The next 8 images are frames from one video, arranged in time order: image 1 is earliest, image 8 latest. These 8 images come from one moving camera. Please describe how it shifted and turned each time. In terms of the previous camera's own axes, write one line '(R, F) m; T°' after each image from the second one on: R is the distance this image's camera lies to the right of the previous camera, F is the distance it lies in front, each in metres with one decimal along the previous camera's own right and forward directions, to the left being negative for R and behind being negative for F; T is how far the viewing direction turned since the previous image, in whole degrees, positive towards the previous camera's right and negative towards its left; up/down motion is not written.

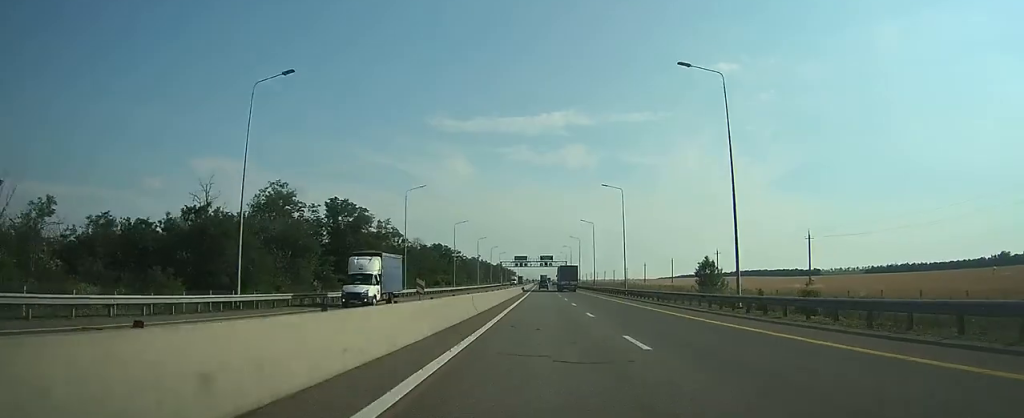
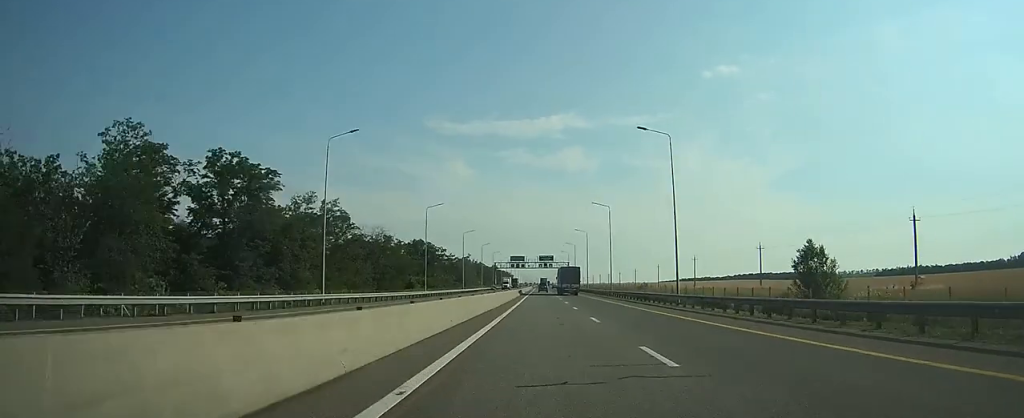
(0.0, +26.7) m; 0°
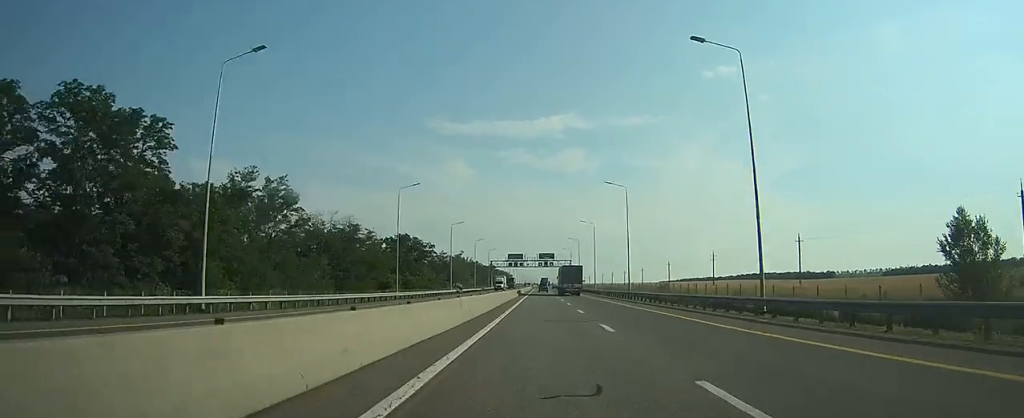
(0.0, +16.5) m; 0°
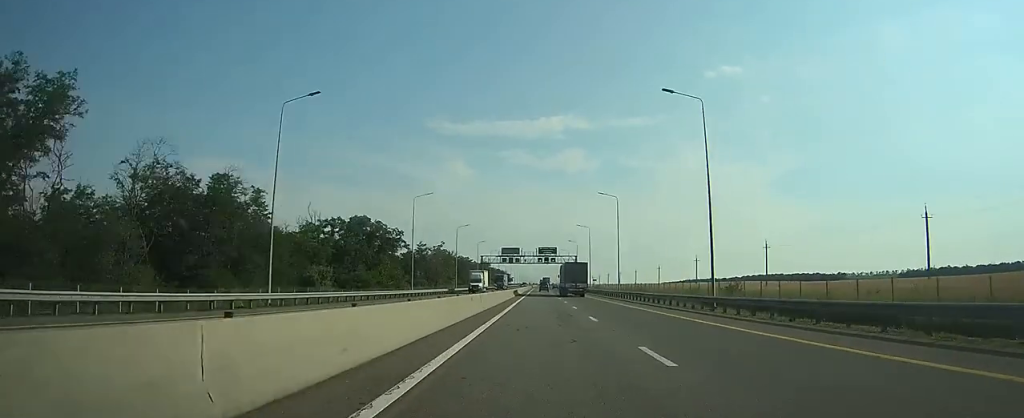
(0.0, +32.0) m; 0°
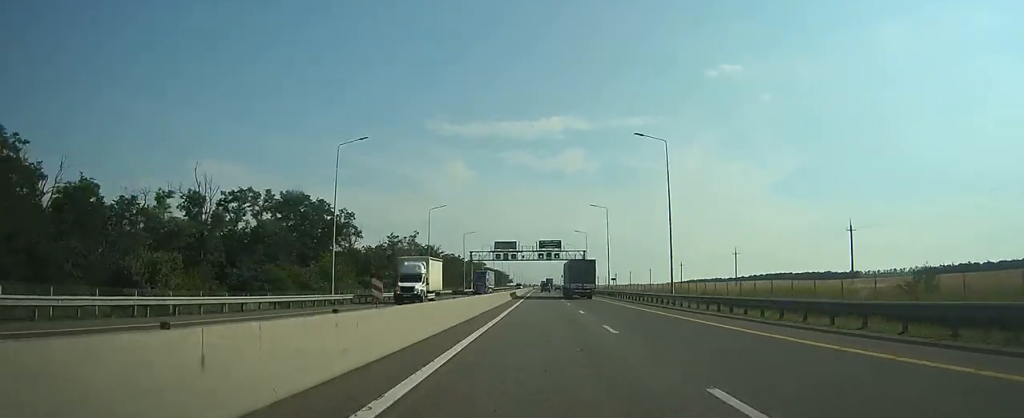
(0.0, +29.0) m; 0°
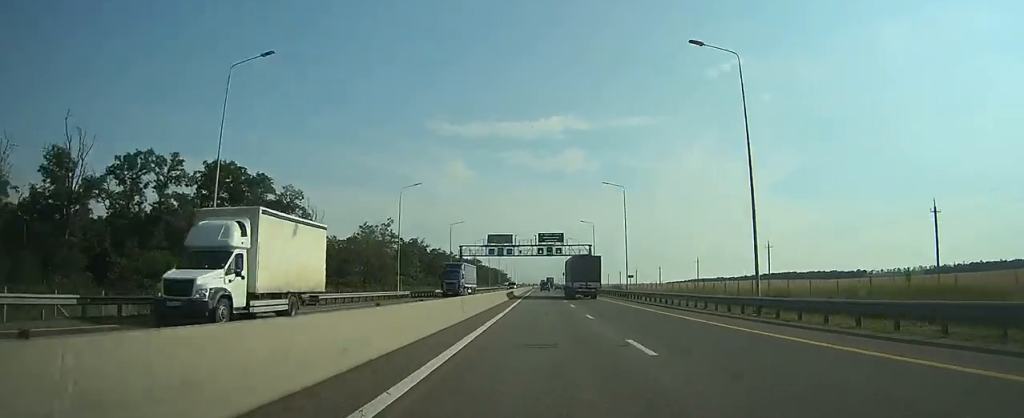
(0.0, +17.6) m; 0°
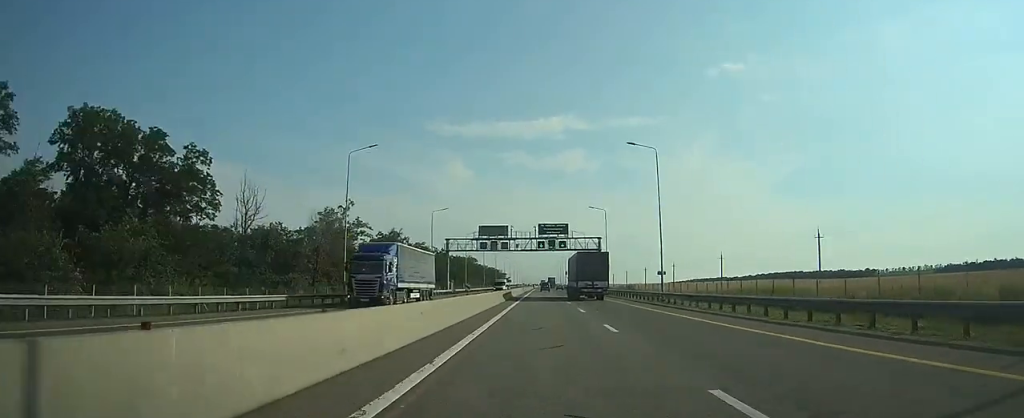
(0.0, +18.7) m; 0°
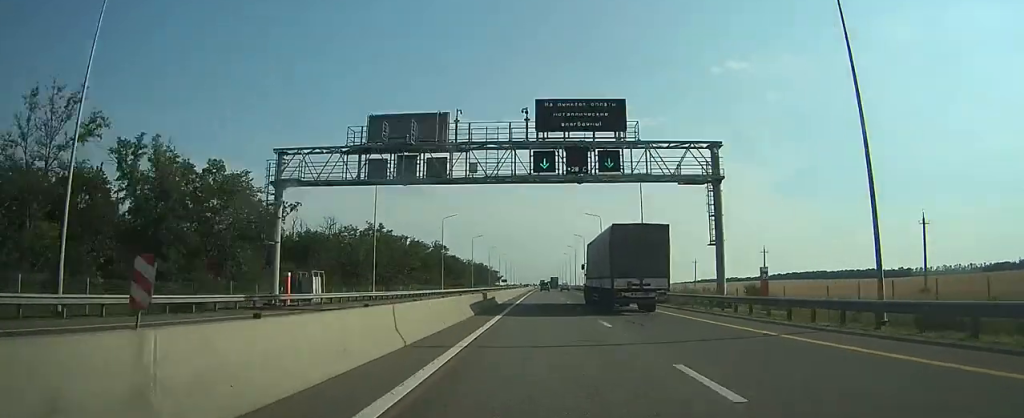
(-0.1, +70.0) m; 0°
